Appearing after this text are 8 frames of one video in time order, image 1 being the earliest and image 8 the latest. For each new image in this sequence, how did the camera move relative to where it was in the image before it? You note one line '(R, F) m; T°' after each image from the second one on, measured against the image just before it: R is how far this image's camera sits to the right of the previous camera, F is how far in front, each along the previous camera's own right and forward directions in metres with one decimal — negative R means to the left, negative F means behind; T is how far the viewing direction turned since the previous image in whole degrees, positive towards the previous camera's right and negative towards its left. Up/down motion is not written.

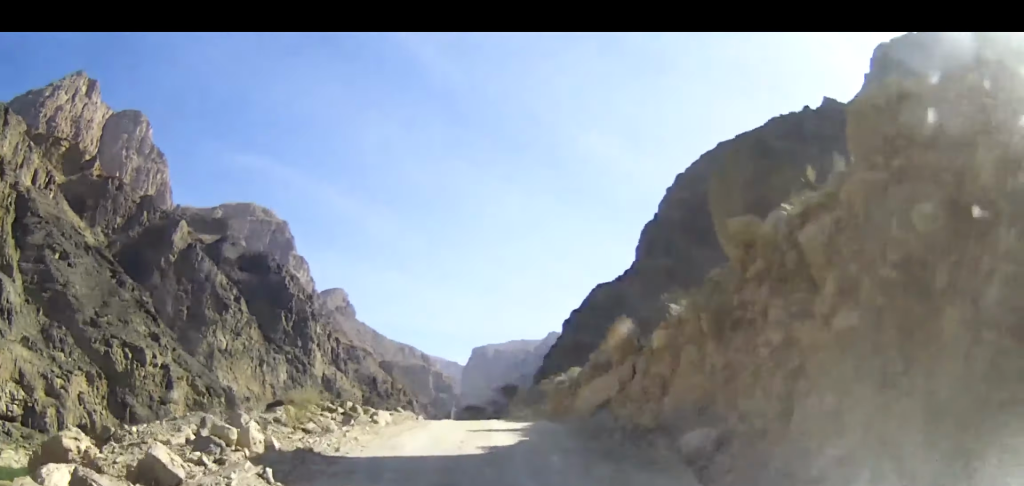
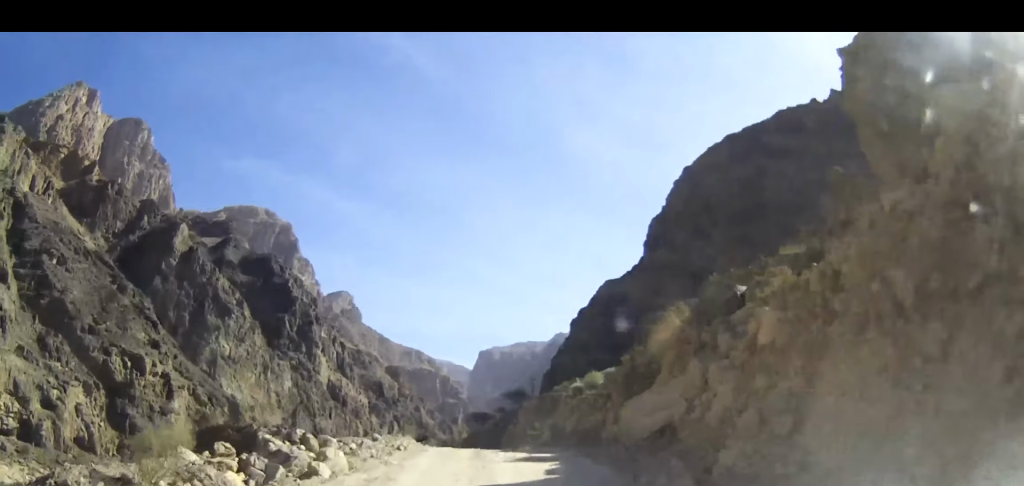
(0.0, +6.6) m; 0°
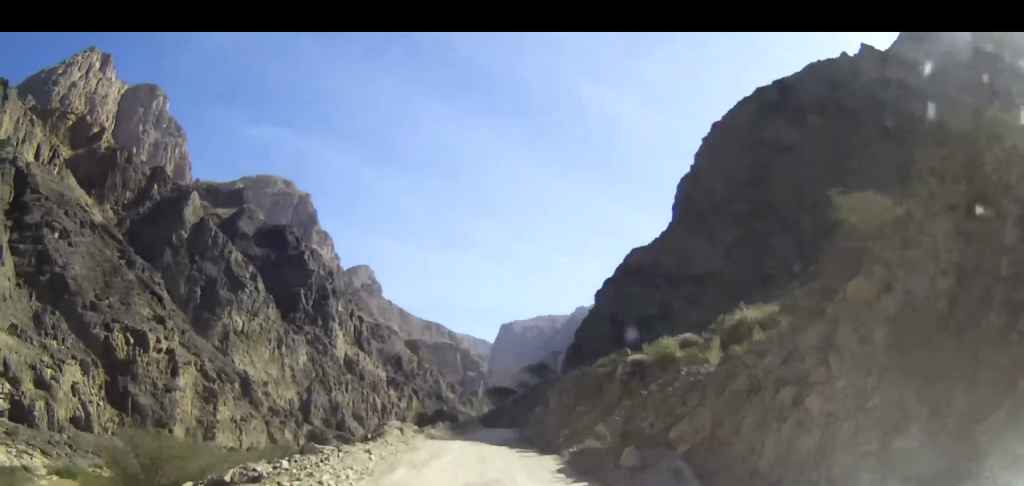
(-0.2, +16.4) m; -2°
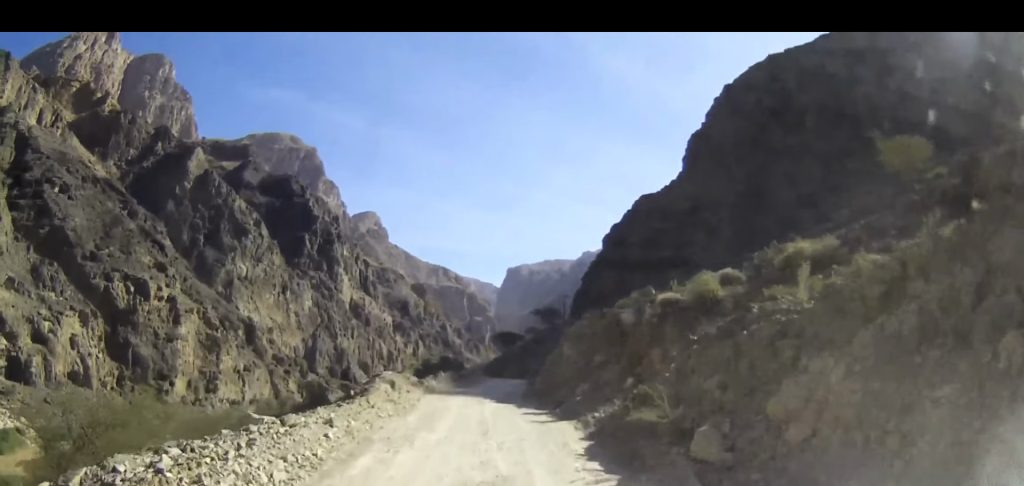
(0.0, +5.8) m; -1°
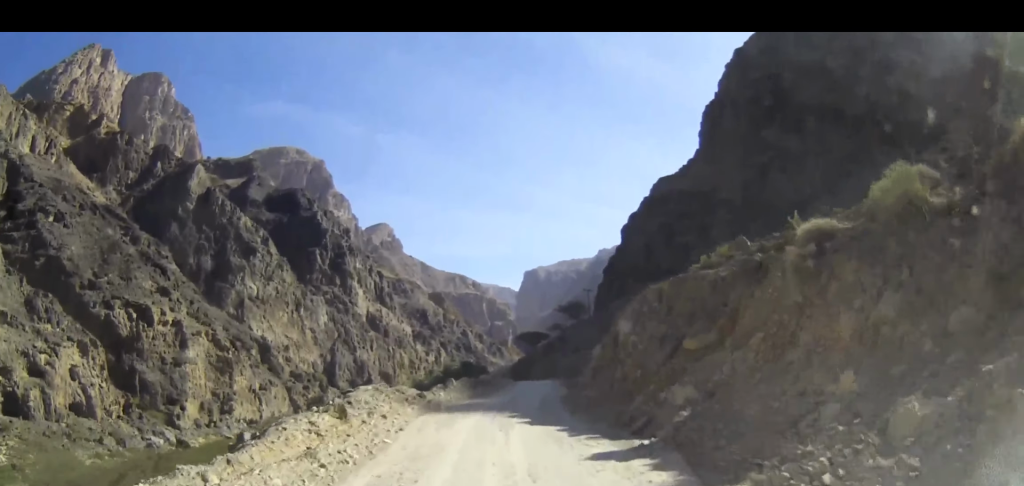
(-0.2, +13.6) m; -1°
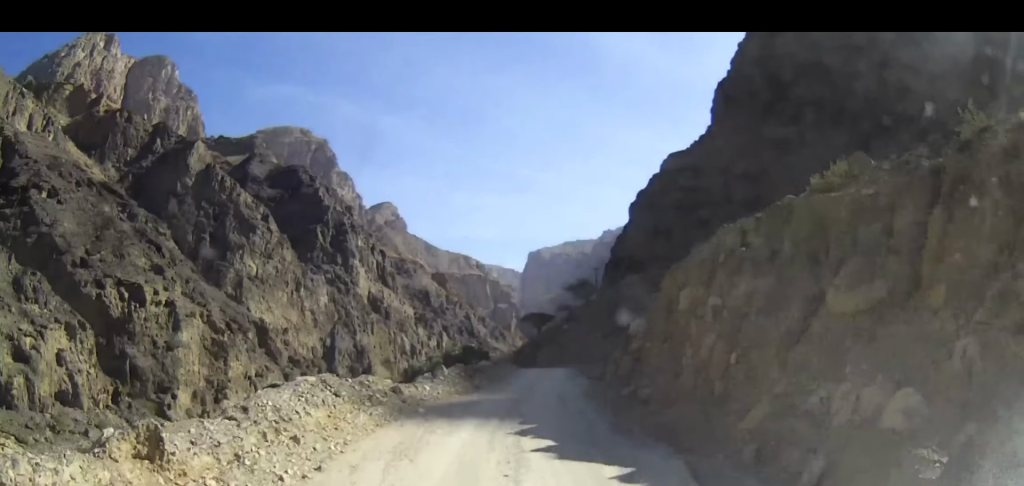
(-0.1, +8.3) m; 0°
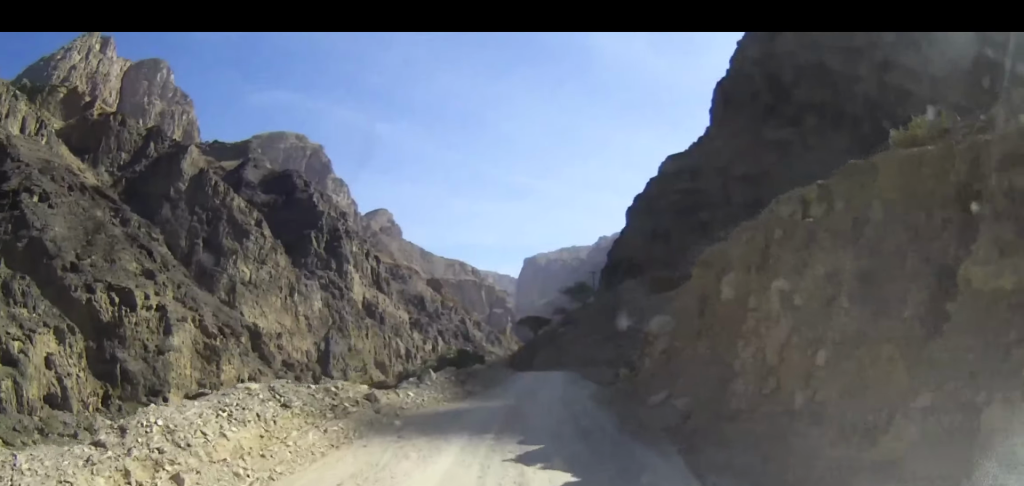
(0.0, +4.0) m; 0°
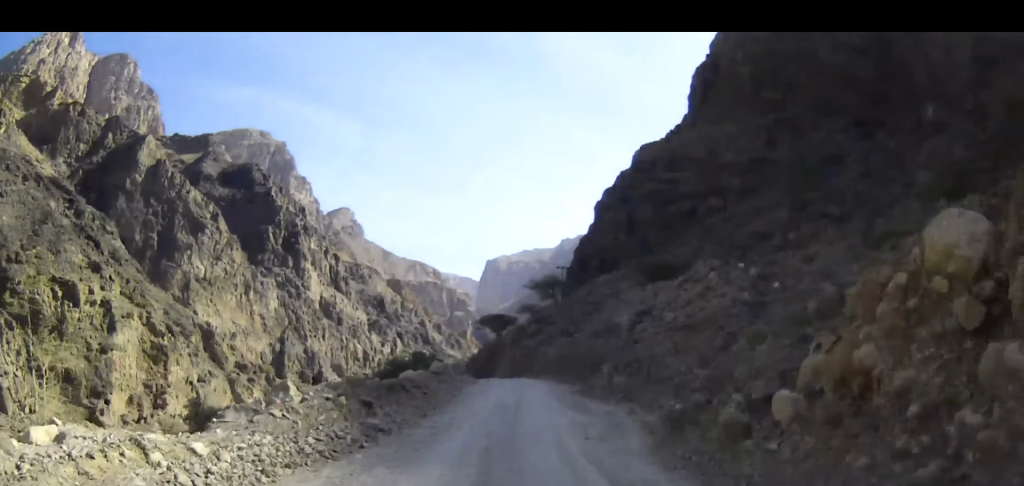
(+0.3, +15.6) m; +3°
